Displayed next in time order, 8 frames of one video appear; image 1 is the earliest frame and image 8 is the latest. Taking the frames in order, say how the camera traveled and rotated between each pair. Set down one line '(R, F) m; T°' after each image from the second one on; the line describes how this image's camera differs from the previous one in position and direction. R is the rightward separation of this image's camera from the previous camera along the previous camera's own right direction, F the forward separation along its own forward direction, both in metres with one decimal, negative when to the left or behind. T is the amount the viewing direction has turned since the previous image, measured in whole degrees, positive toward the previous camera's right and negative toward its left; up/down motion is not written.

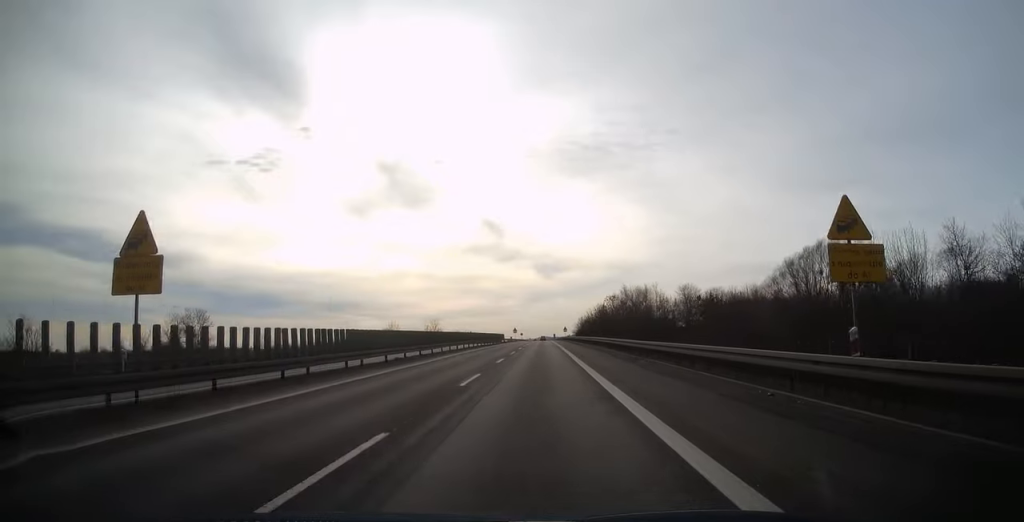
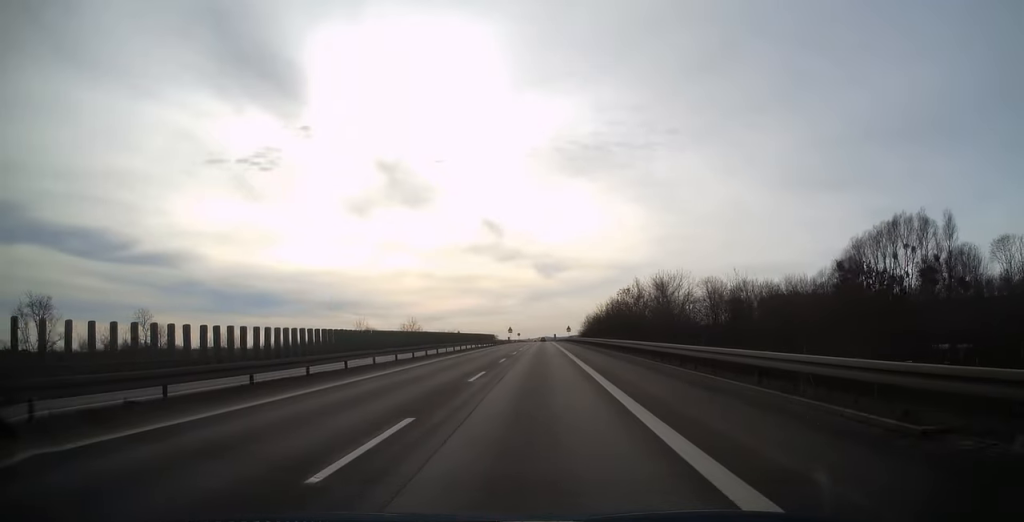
(0.0, +22.1) m; 0°
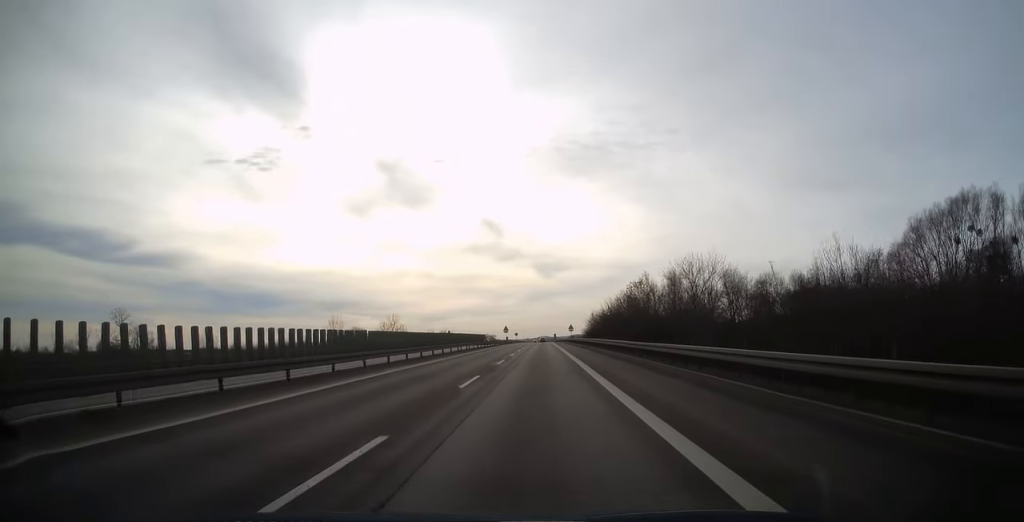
(0.0, +13.6) m; 0°
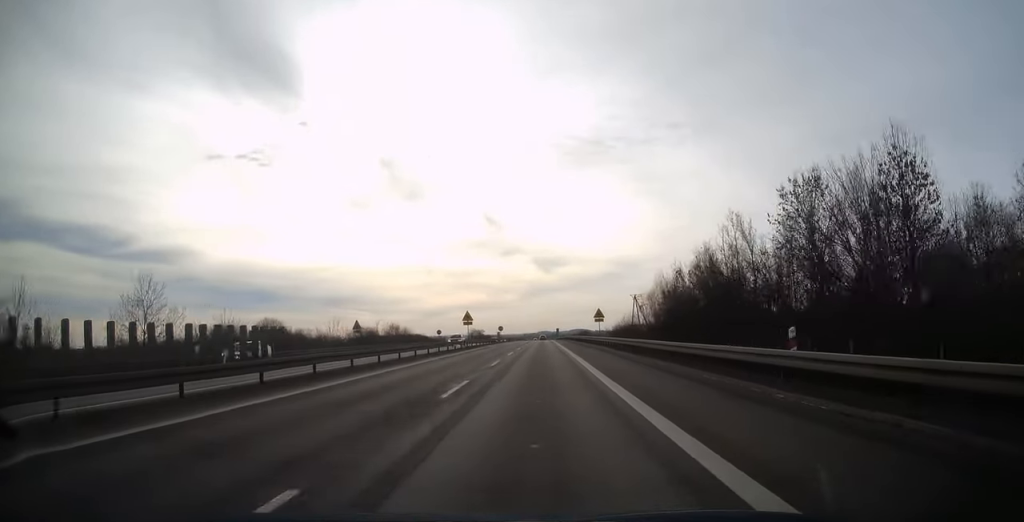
(+0.1, +61.9) m; 0°
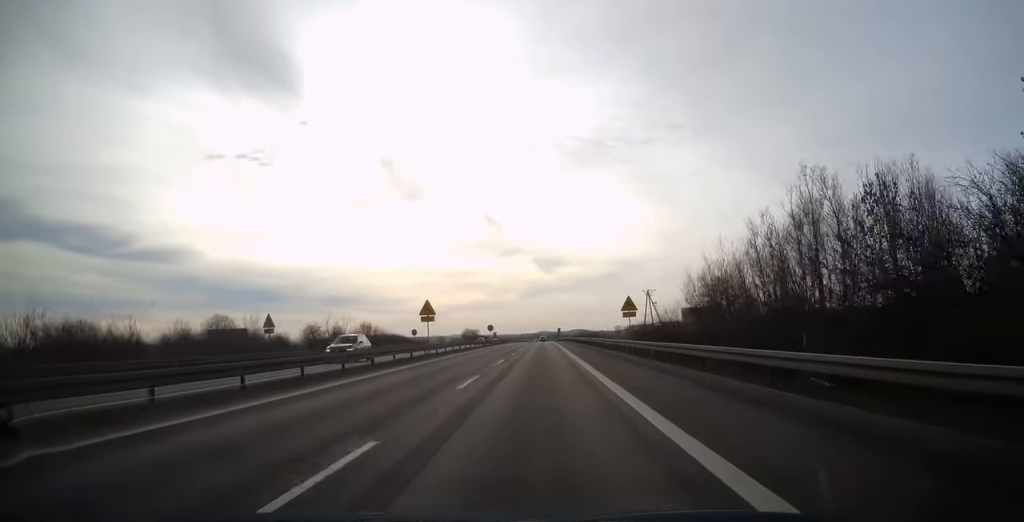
(0.0, +21.1) m; 0°
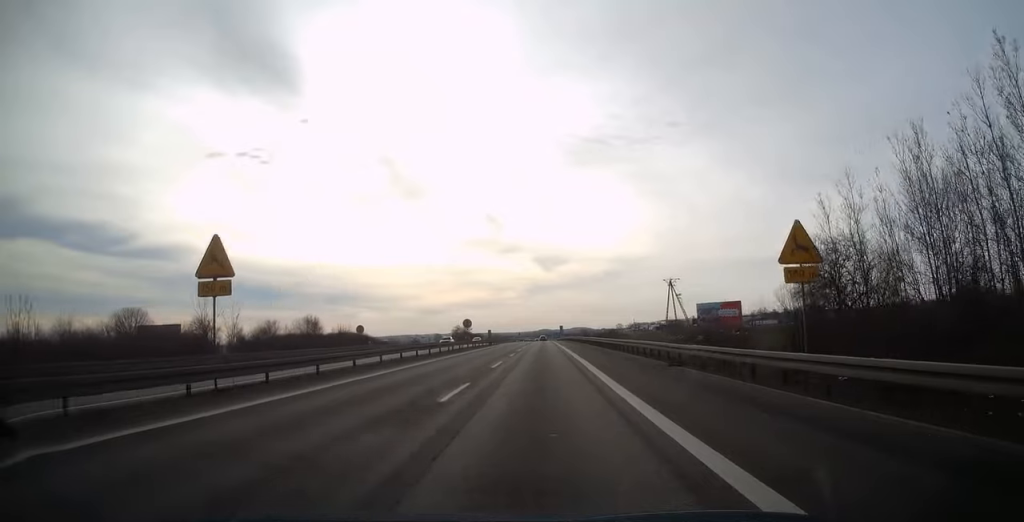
(0.0, +26.7) m; 0°
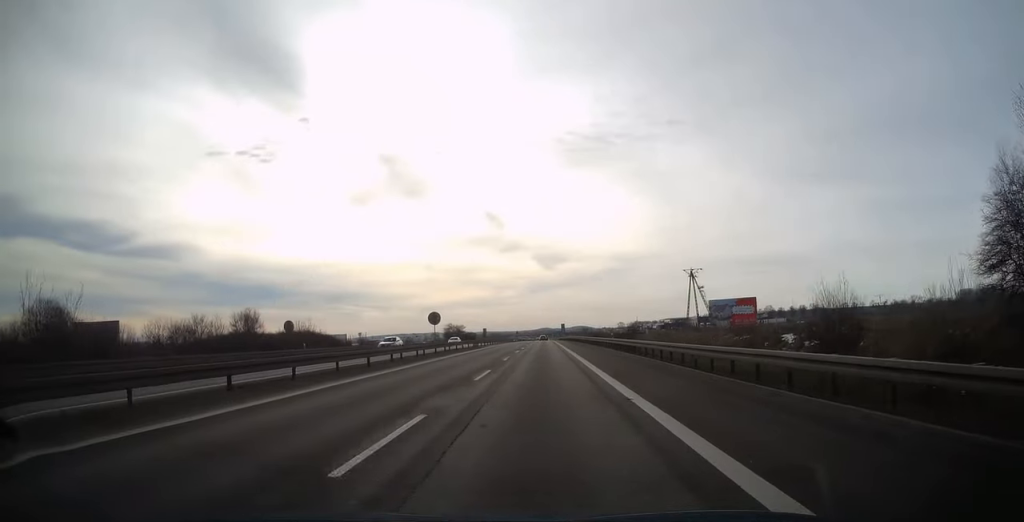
(0.0, +18.1) m; 0°
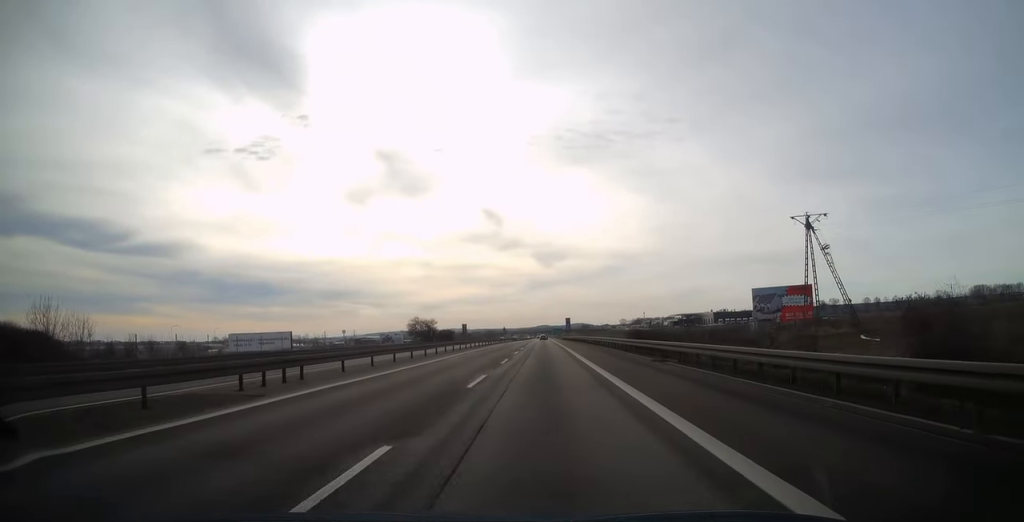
(+0.1, +49.8) m; 0°
